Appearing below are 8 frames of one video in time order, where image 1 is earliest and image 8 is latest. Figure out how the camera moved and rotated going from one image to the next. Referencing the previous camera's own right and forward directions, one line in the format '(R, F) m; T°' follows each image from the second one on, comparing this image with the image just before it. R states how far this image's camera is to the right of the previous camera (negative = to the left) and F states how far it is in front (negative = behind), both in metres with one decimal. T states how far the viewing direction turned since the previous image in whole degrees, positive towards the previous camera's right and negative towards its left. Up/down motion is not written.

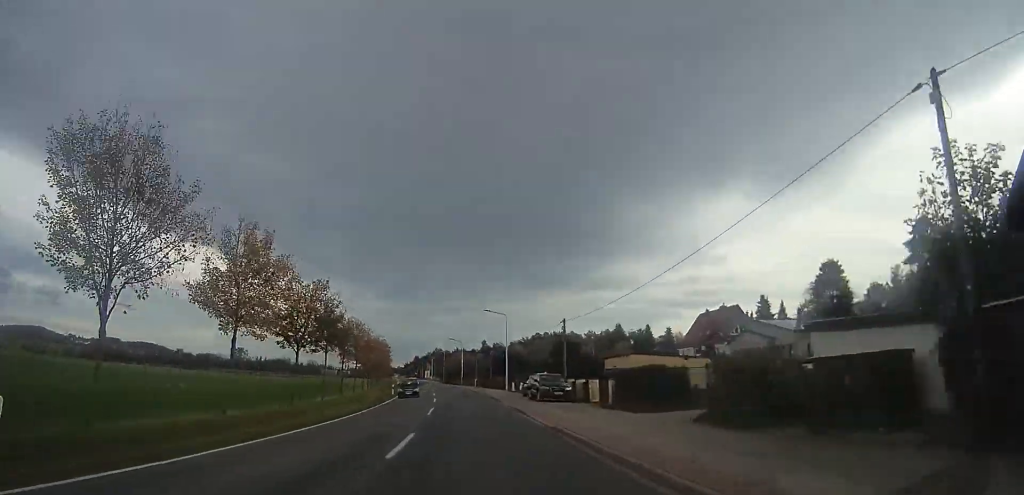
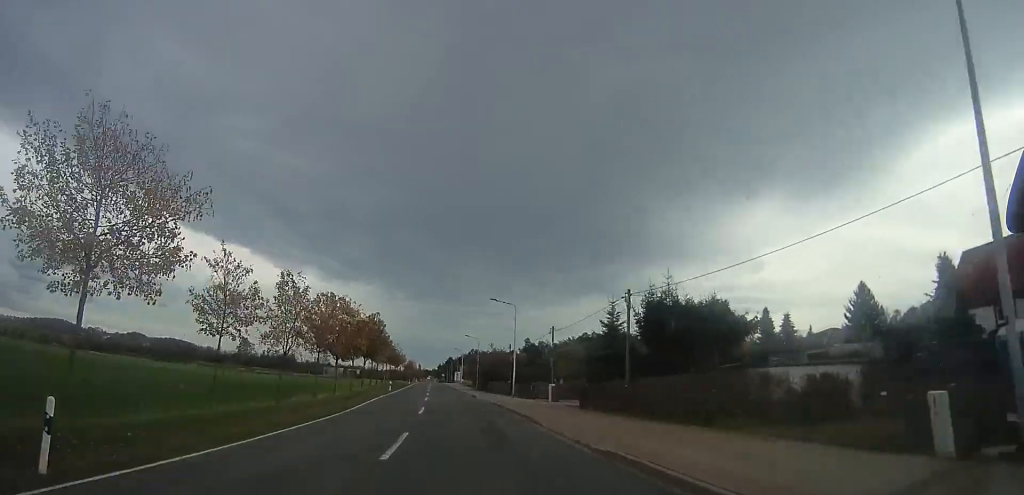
(0.0, +48.4) m; 0°
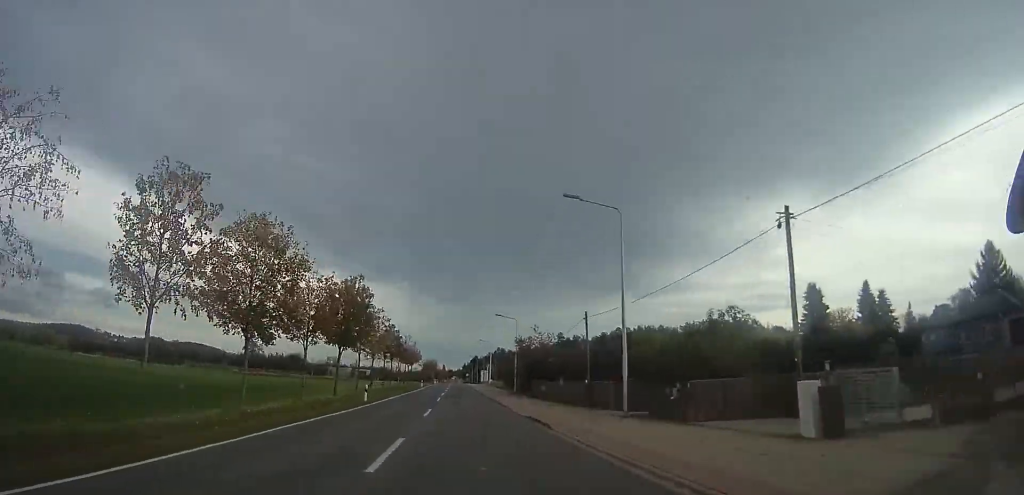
(0.0, +25.5) m; 0°
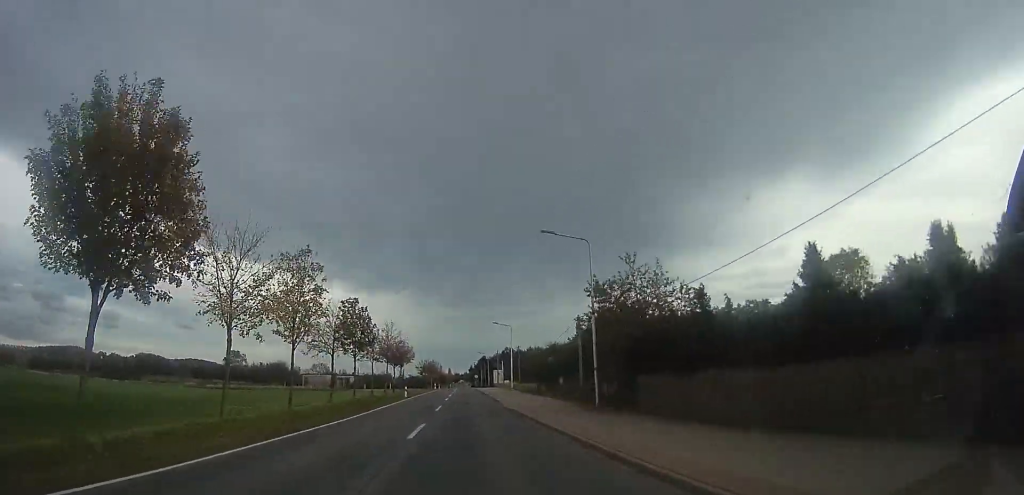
(0.0, +30.8) m; 0°
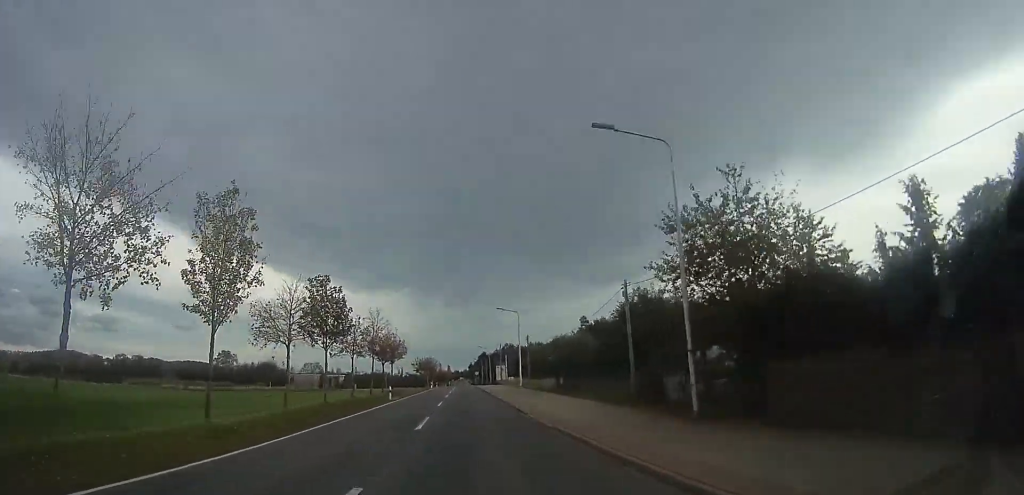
(0.0, +10.2) m; 0°
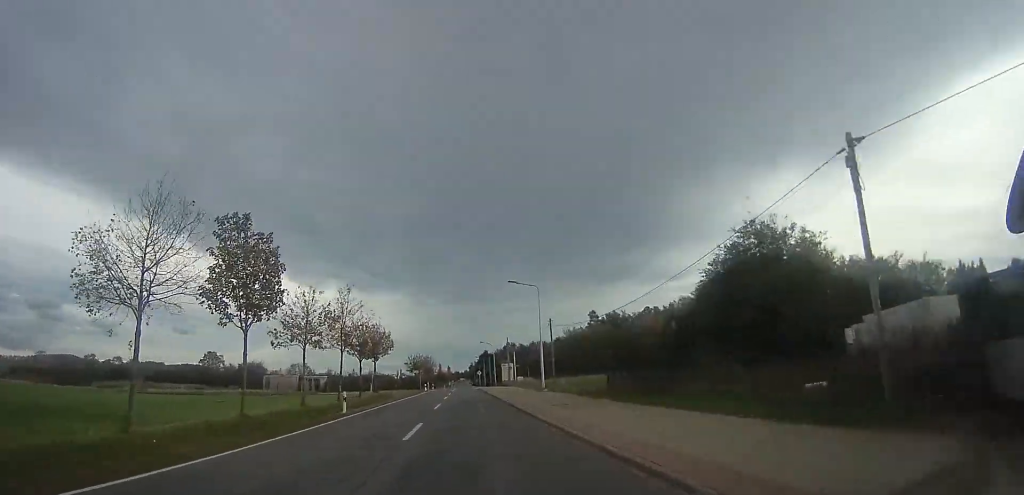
(0.0, +14.8) m; 0°
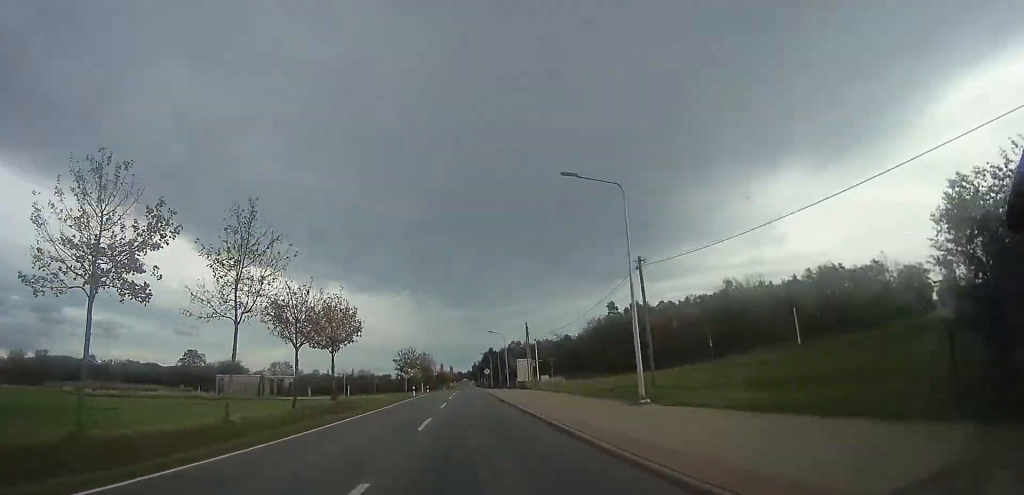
(0.0, +21.0) m; 0°
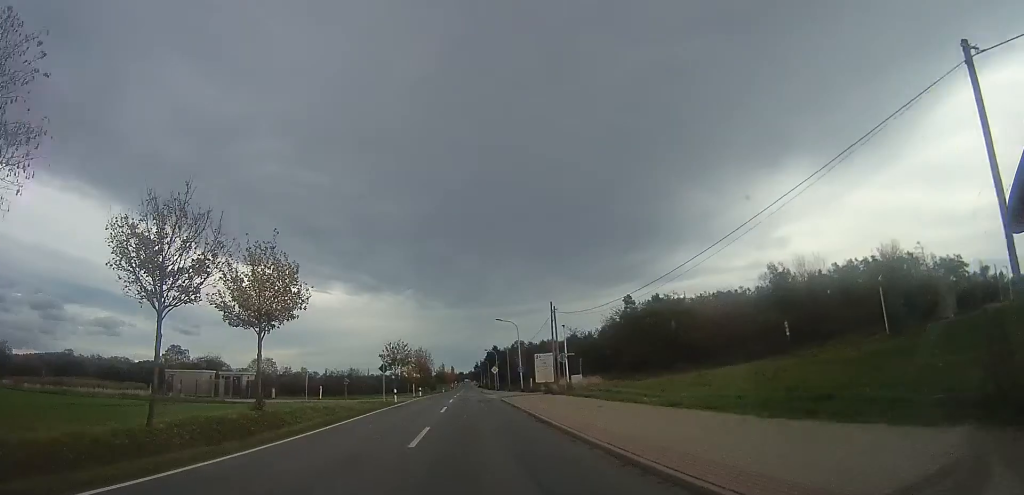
(0.0, +15.5) m; -1°
